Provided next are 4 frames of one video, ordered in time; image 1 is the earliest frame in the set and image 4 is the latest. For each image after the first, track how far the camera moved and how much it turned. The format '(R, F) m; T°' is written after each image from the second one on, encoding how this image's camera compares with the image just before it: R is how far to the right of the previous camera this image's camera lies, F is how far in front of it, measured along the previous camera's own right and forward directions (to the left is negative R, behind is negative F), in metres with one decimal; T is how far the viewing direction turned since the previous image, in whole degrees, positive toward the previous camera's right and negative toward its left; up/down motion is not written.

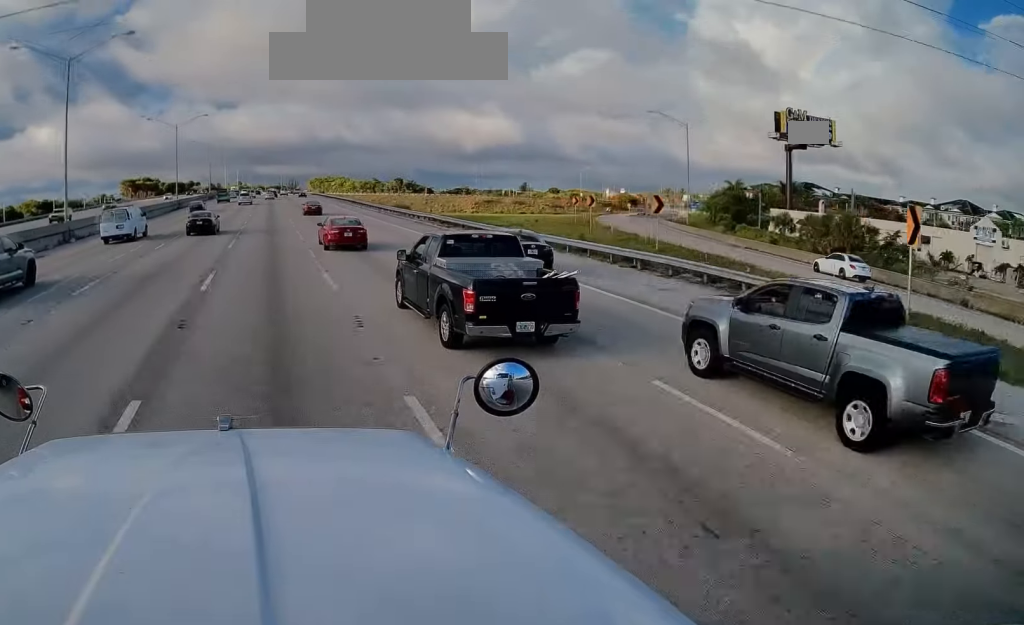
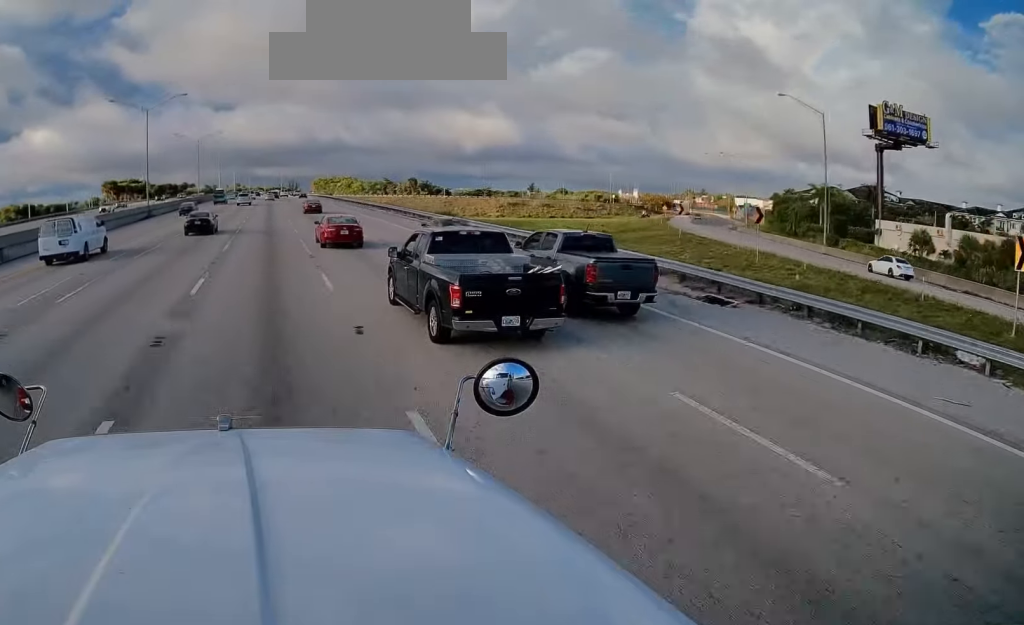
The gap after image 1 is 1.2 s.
(-0.1, +26.1) m; +1°
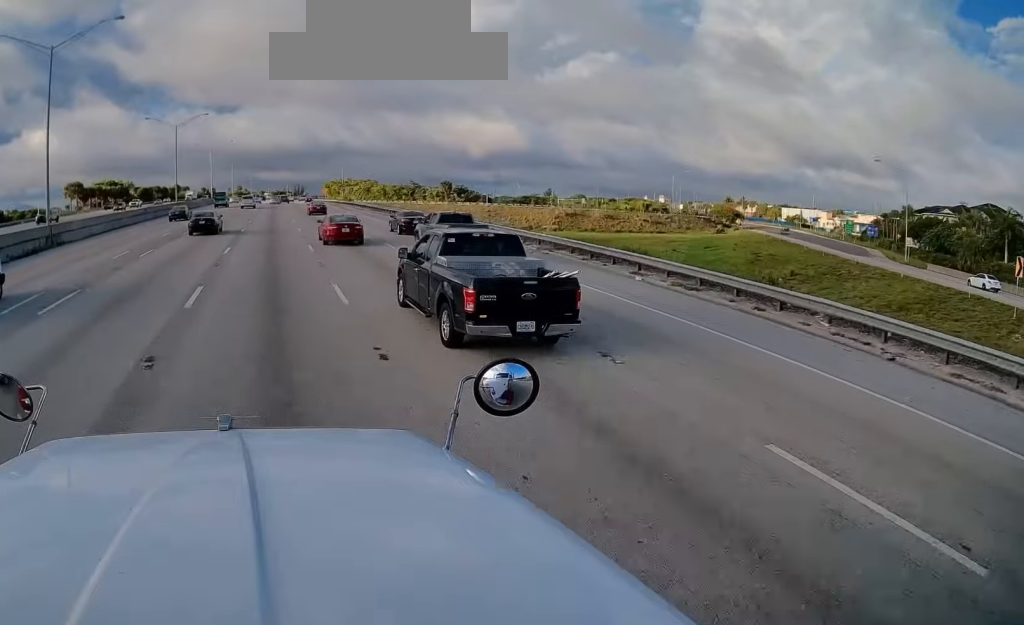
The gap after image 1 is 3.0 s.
(+0.2, +42.1) m; 0°
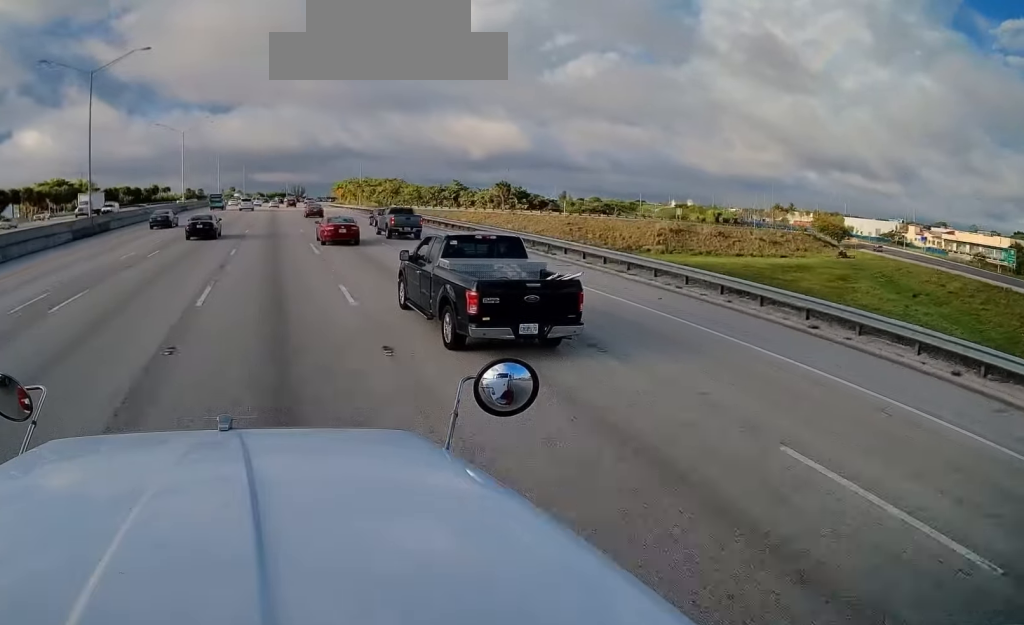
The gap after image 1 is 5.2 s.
(-0.3, +57.5) m; -1°
